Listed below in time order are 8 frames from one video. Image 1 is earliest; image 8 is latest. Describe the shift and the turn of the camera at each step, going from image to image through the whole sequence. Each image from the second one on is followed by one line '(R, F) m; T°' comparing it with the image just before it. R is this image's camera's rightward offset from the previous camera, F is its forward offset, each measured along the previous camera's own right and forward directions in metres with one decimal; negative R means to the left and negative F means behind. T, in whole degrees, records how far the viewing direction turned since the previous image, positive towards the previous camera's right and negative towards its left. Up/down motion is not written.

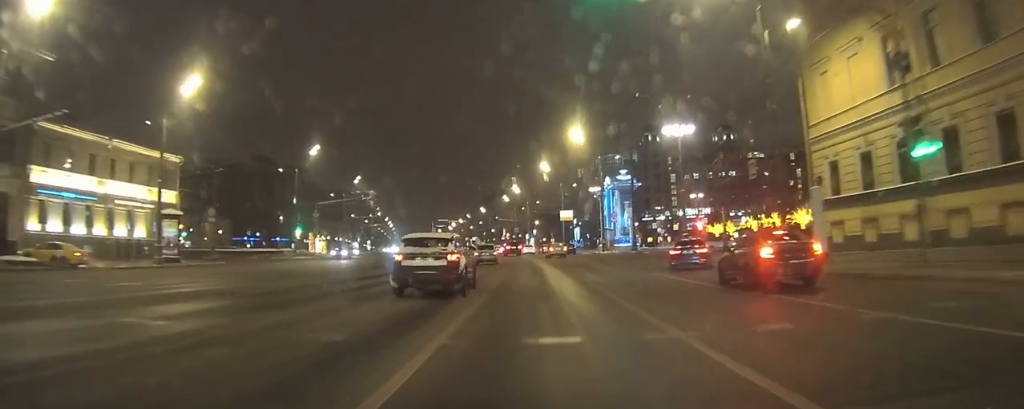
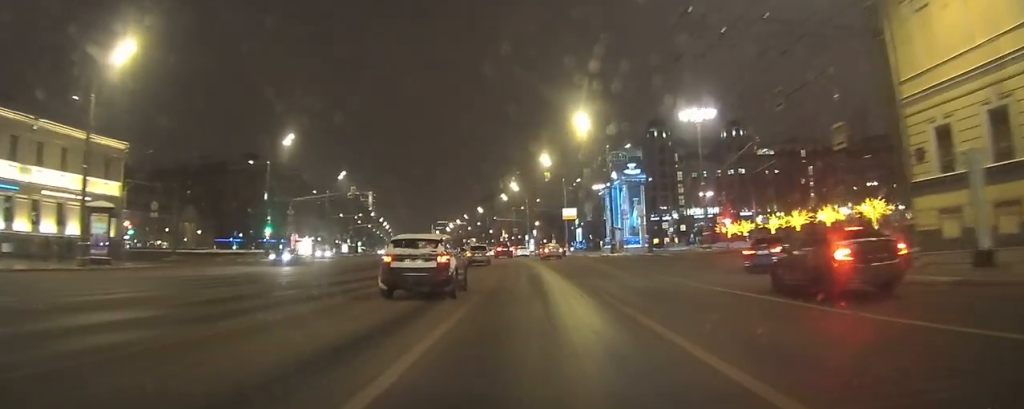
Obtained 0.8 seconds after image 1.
(-0.2, +9.0) m; -1°
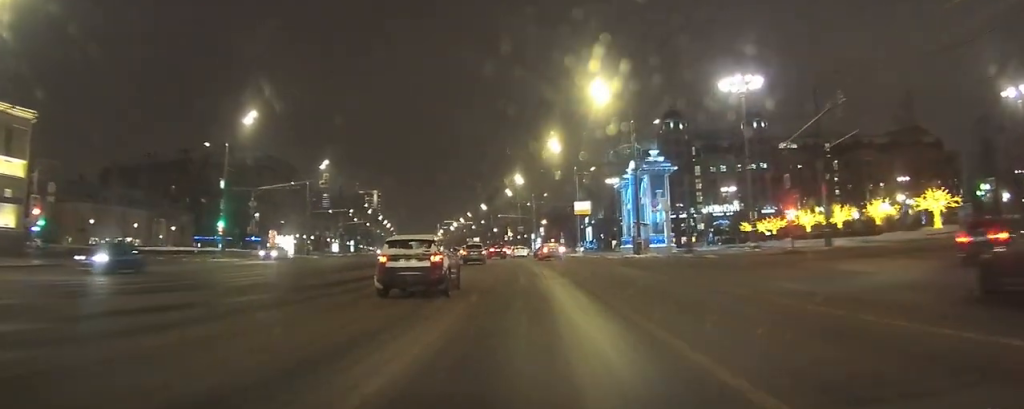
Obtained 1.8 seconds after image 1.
(+0.2, +12.3) m; +1°
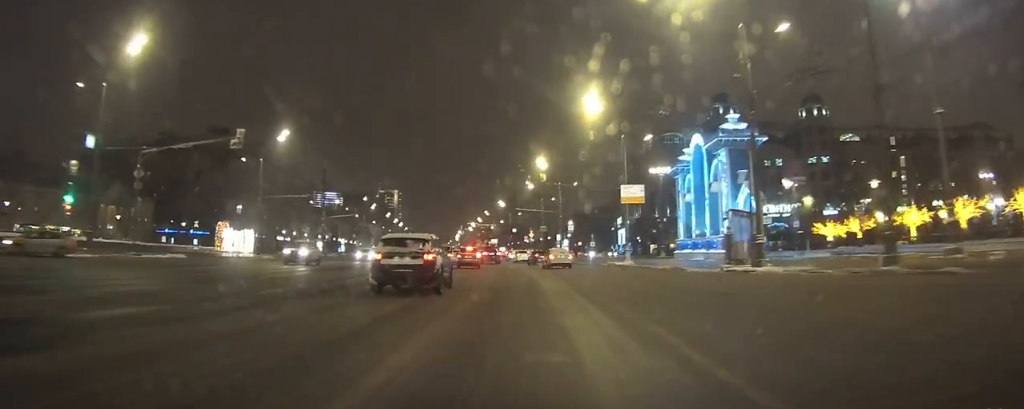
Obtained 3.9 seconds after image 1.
(-0.1, +23.0) m; 0°
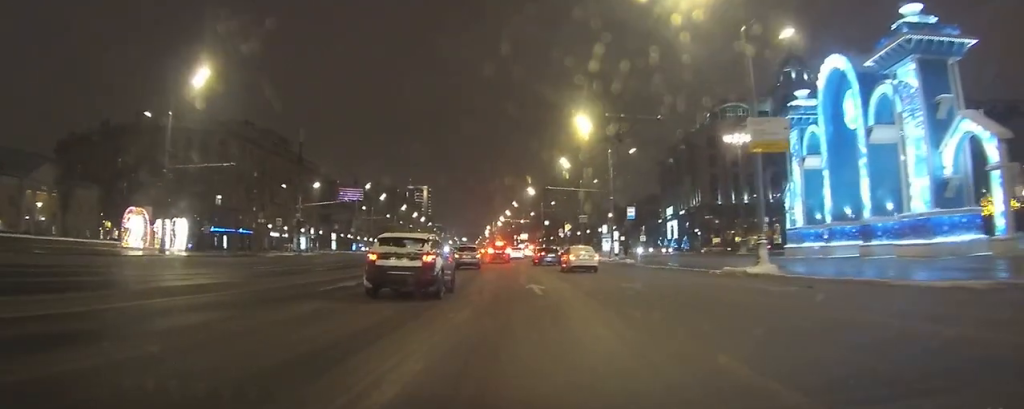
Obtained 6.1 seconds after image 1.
(-0.2, +23.2) m; -3°
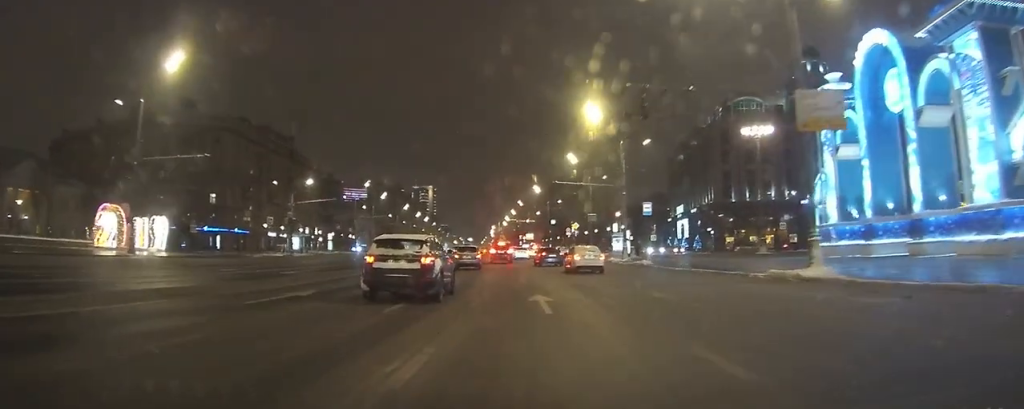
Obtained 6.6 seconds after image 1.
(0.0, +4.3) m; -1°
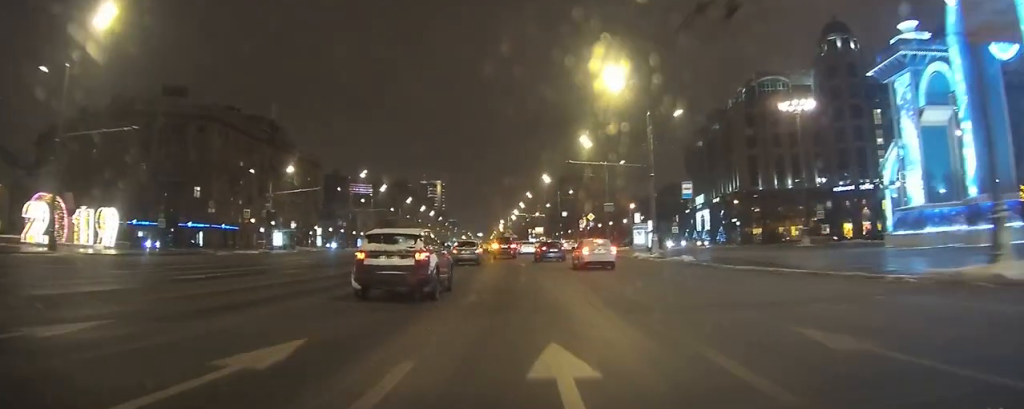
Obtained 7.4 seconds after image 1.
(-0.1, +8.3) m; -1°
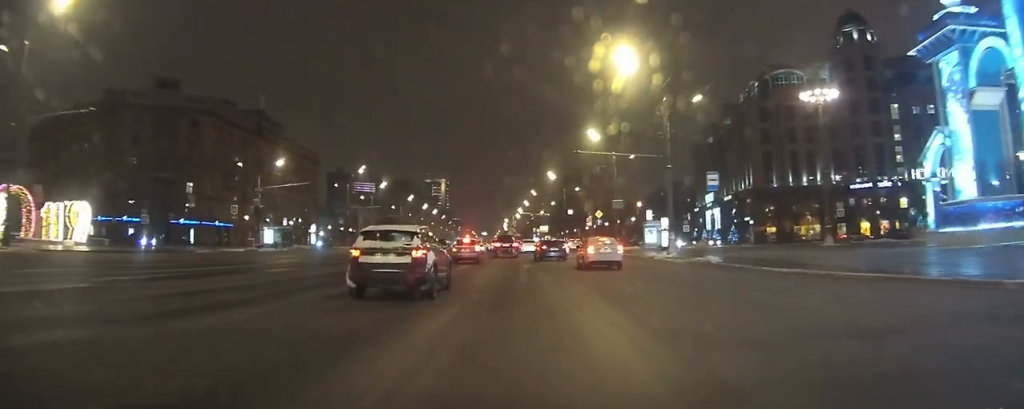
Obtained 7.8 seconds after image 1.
(0.0, +3.6) m; 0°
